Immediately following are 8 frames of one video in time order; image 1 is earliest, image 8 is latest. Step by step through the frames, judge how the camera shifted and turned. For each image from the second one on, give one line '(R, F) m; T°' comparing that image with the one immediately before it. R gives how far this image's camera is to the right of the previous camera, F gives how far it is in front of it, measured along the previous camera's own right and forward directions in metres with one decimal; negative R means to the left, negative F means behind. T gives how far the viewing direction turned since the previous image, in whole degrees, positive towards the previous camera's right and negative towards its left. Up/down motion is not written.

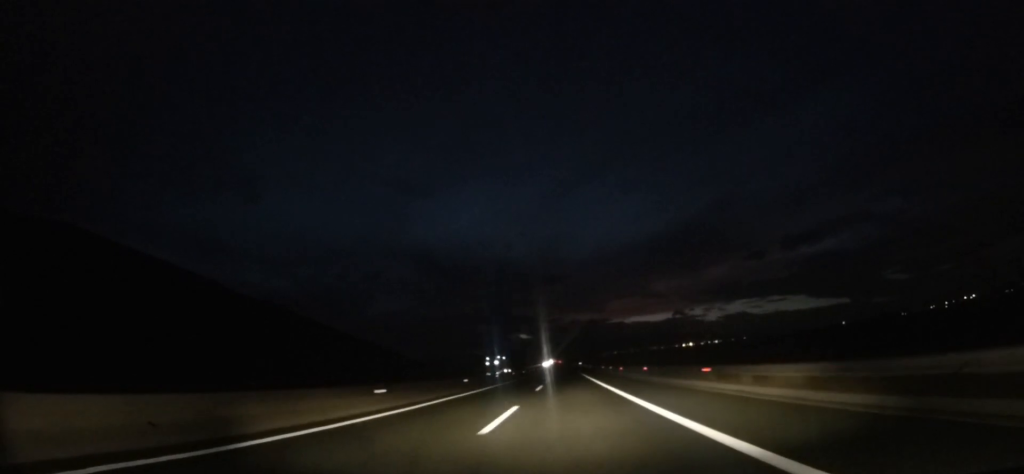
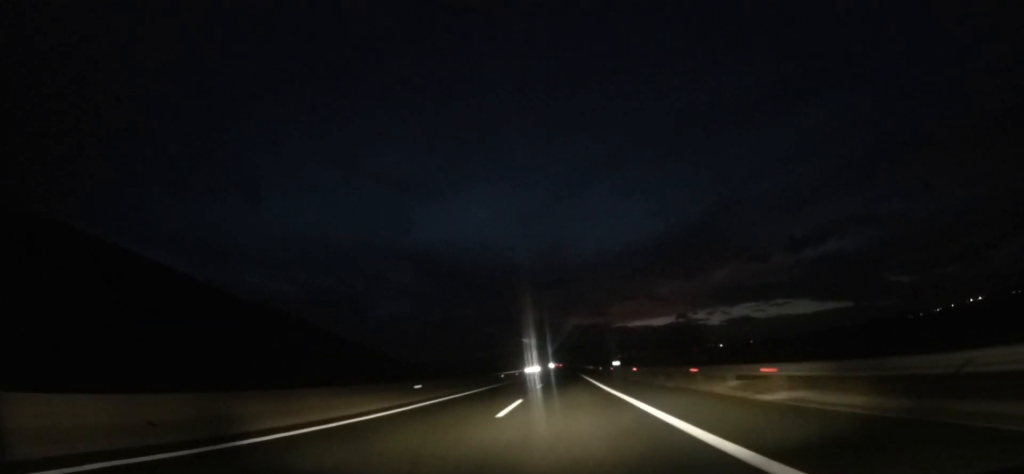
(+0.3, +140.4) m; +1°
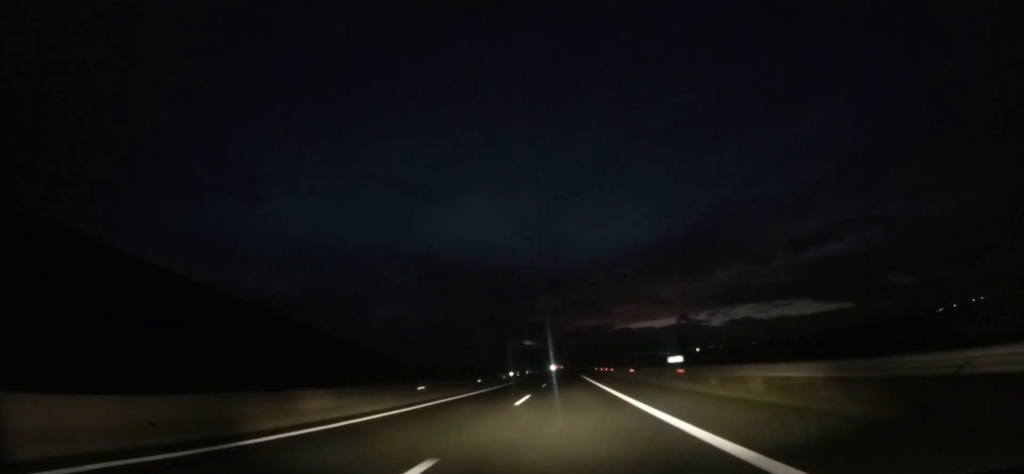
(+0.2, +21.0) m; 0°
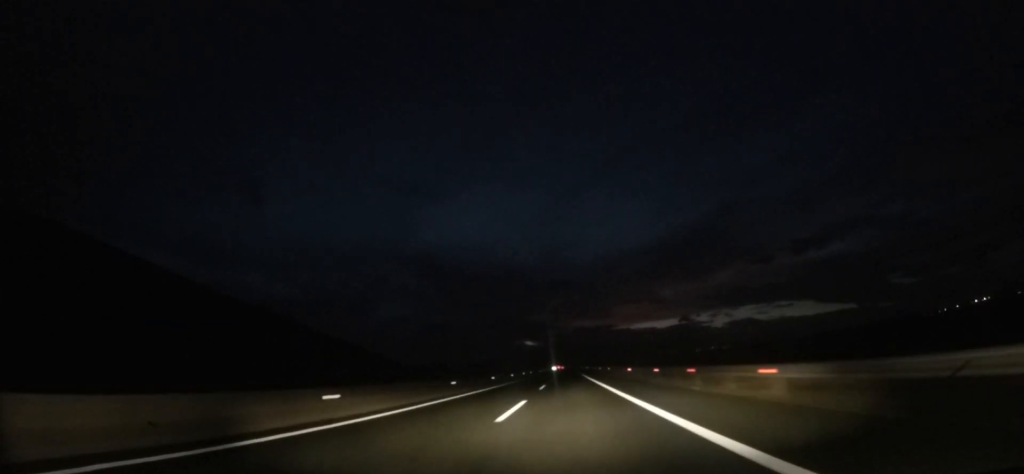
(-0.1, +30.2) m; 0°
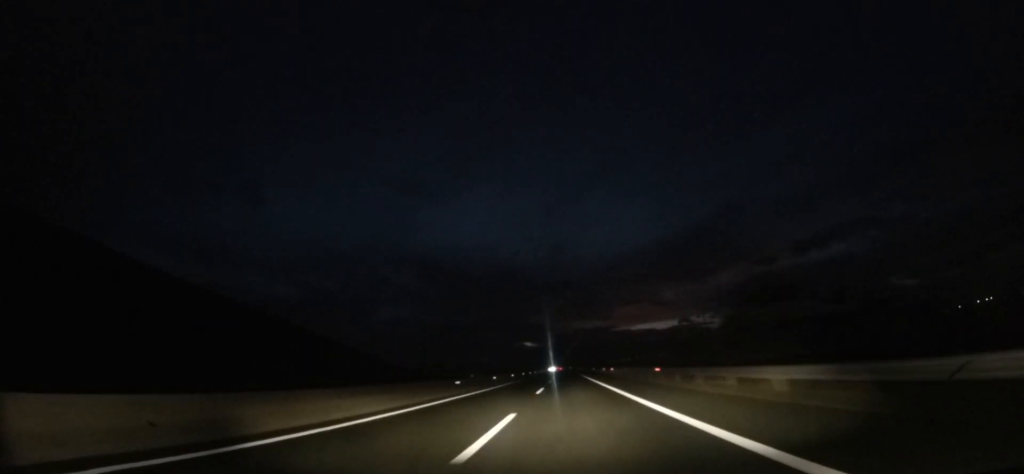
(-0.5, +69.9) m; -1°
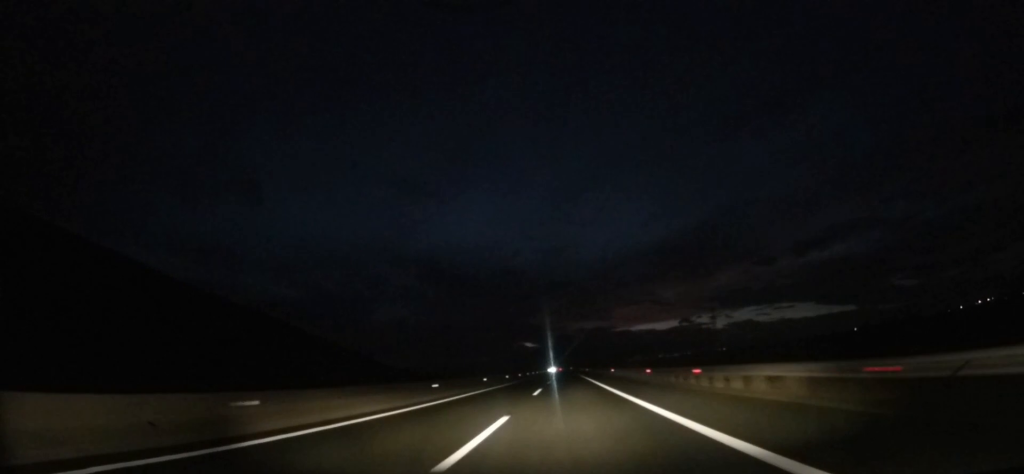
(-0.2, +28.1) m; 0°
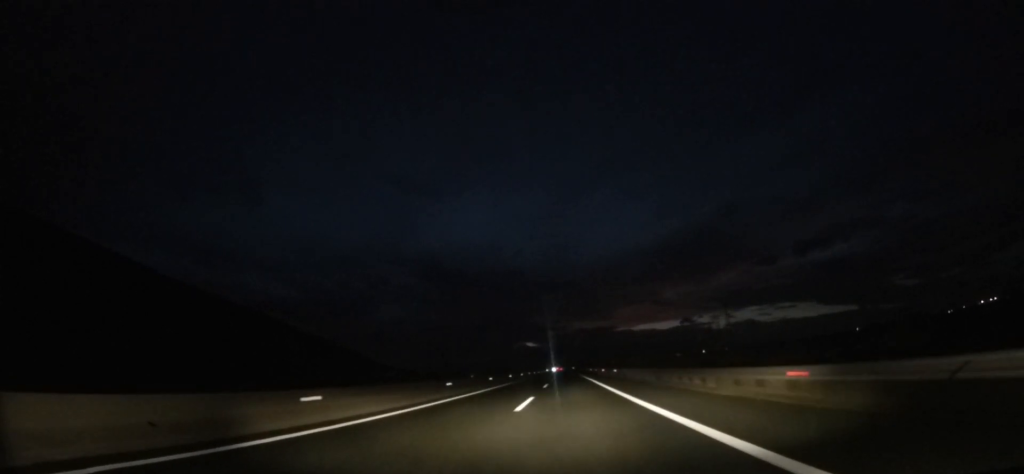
(-0.2, +35.3) m; 0°
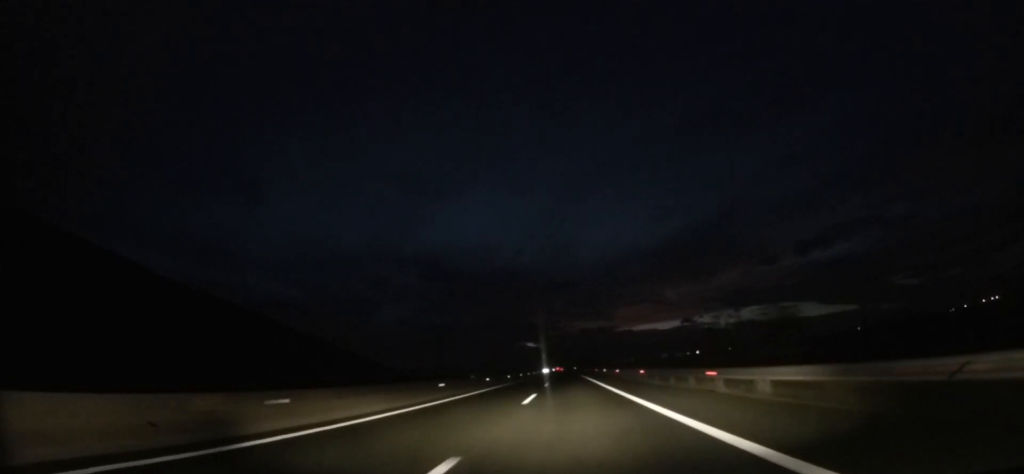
(+0.2, +27.9) m; +1°
